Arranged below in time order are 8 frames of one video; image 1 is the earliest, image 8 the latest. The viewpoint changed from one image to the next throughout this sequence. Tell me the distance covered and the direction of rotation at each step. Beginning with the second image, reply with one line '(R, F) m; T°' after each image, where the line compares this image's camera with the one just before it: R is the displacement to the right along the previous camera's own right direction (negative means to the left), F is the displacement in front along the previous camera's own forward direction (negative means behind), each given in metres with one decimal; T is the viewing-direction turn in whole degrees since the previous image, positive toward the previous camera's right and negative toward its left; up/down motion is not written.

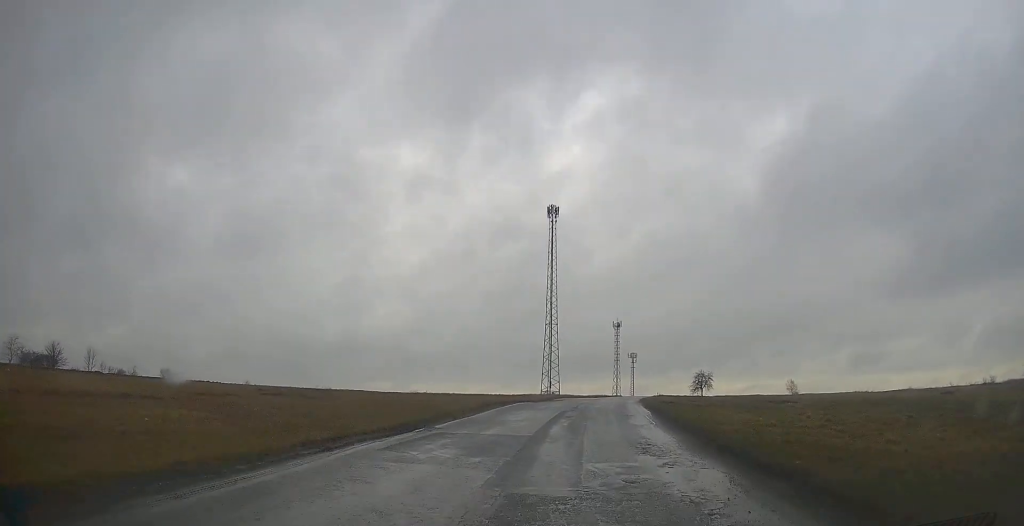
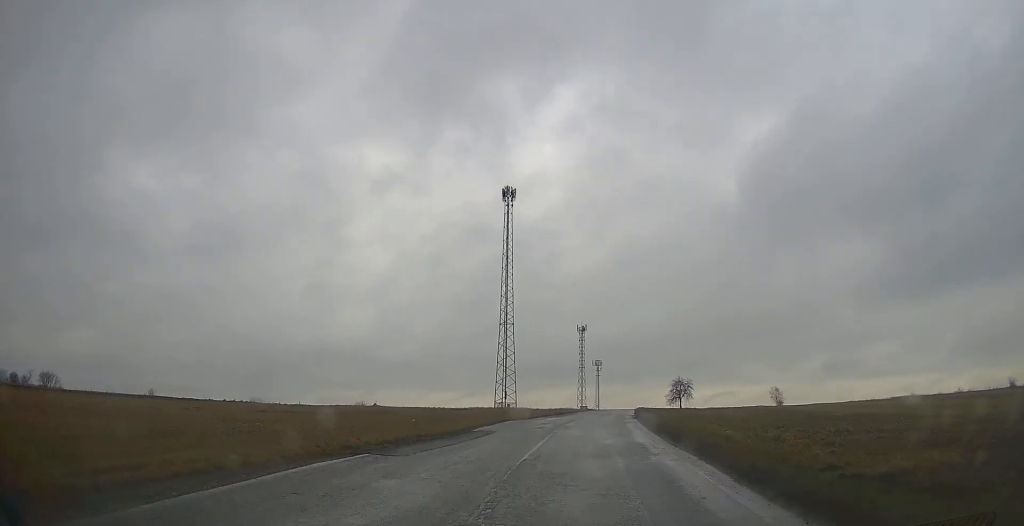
(+0.4, +23.2) m; +2°
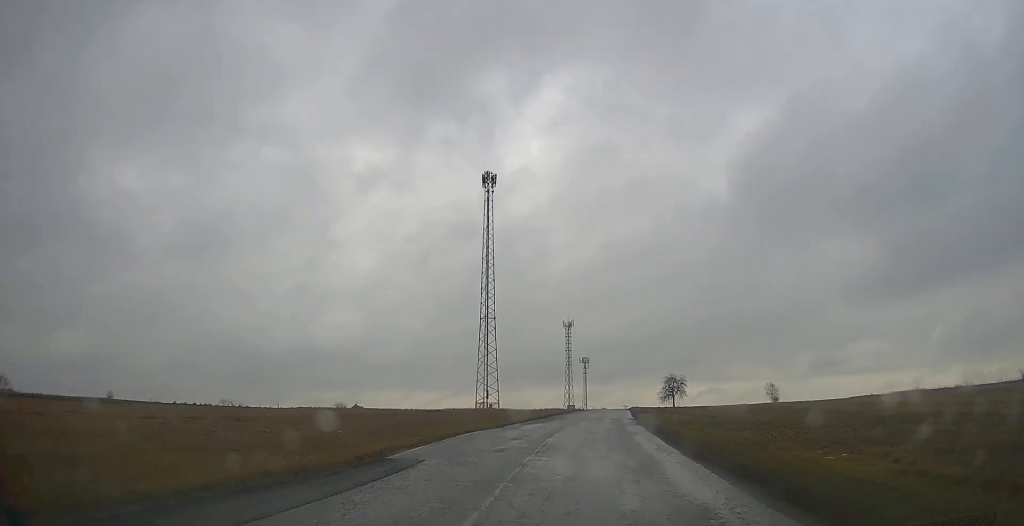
(0.0, +9.0) m; +1°
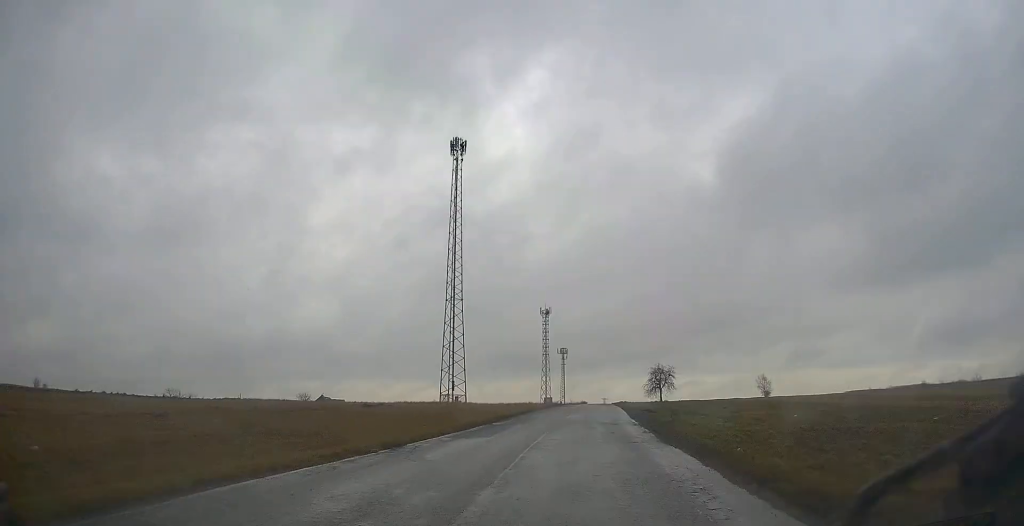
(+0.1, +14.2) m; +2°
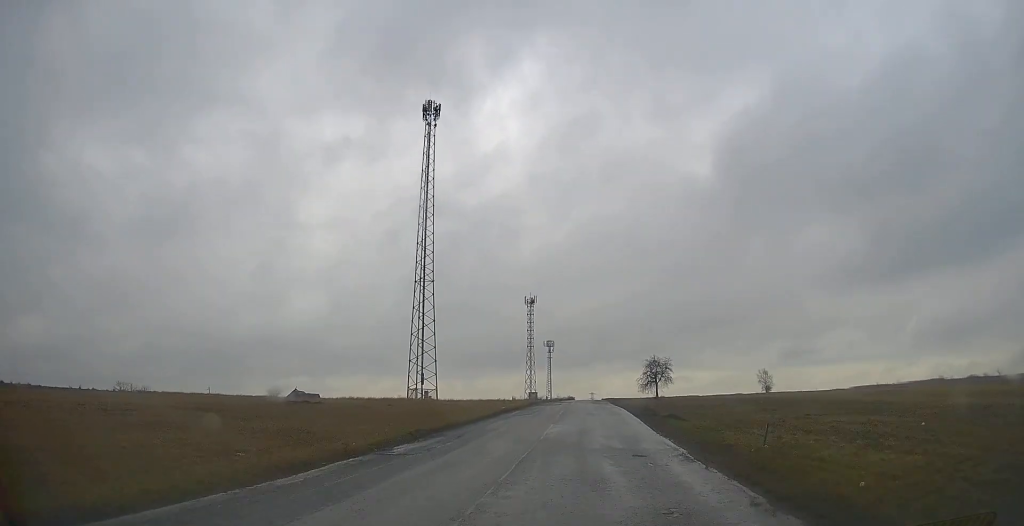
(+0.3, +13.9) m; +2°
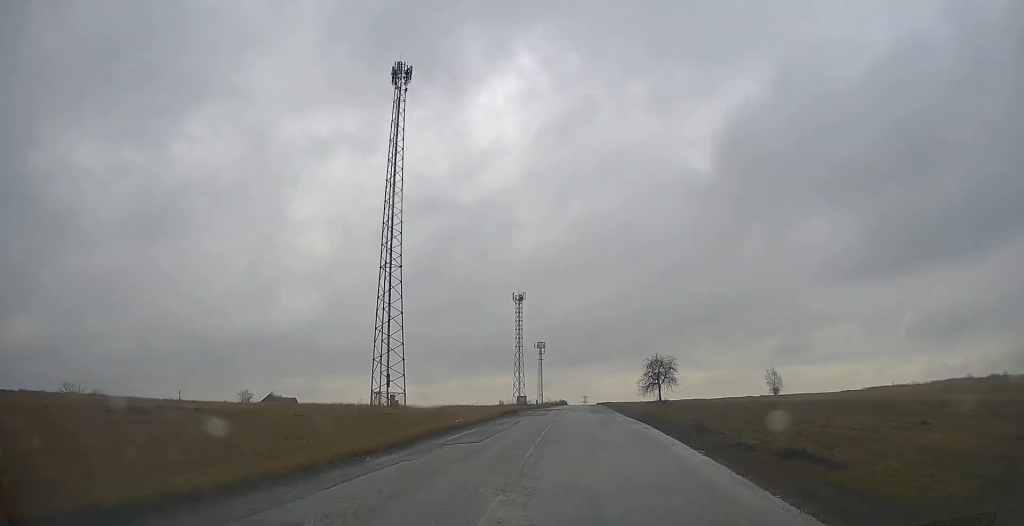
(+0.1, +14.6) m; +1°
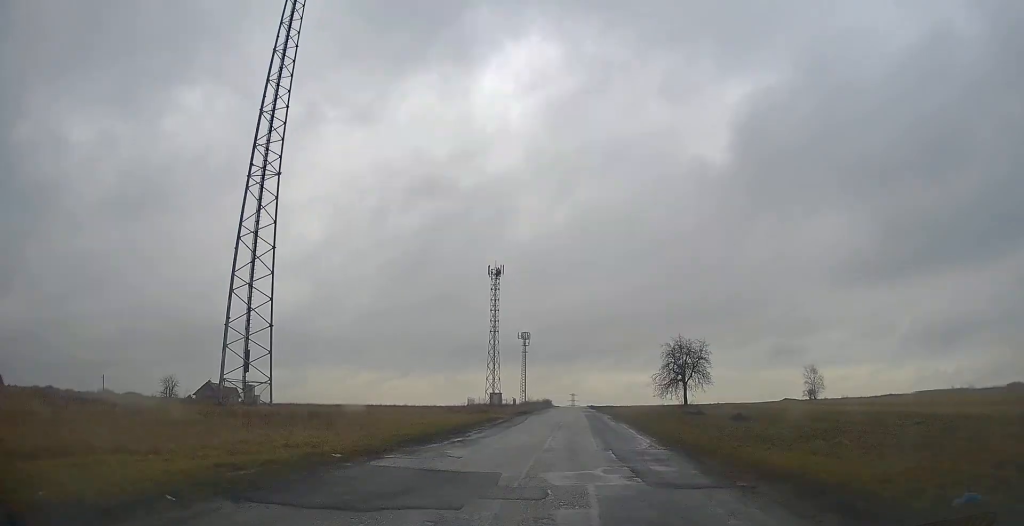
(+0.6, +35.6) m; +1°
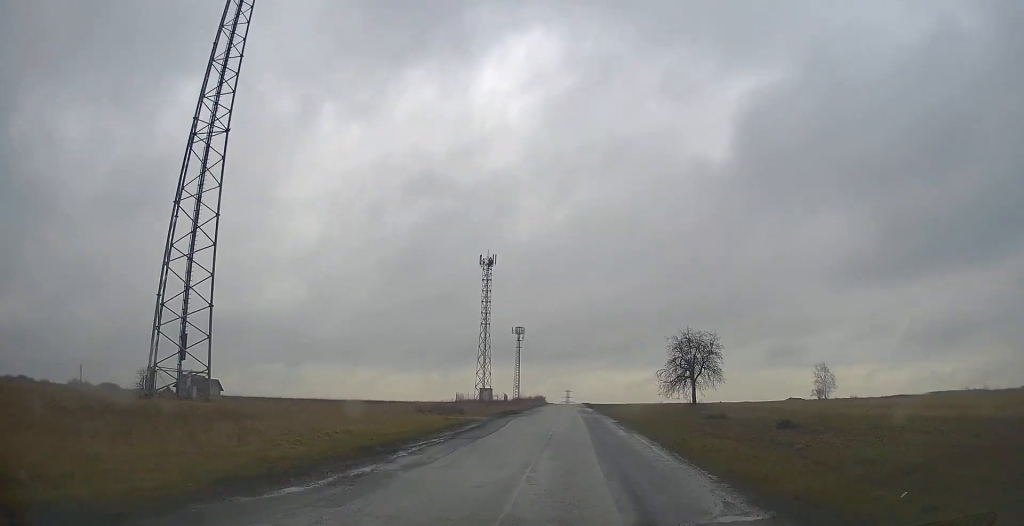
(0.0, +8.4) m; 0°
